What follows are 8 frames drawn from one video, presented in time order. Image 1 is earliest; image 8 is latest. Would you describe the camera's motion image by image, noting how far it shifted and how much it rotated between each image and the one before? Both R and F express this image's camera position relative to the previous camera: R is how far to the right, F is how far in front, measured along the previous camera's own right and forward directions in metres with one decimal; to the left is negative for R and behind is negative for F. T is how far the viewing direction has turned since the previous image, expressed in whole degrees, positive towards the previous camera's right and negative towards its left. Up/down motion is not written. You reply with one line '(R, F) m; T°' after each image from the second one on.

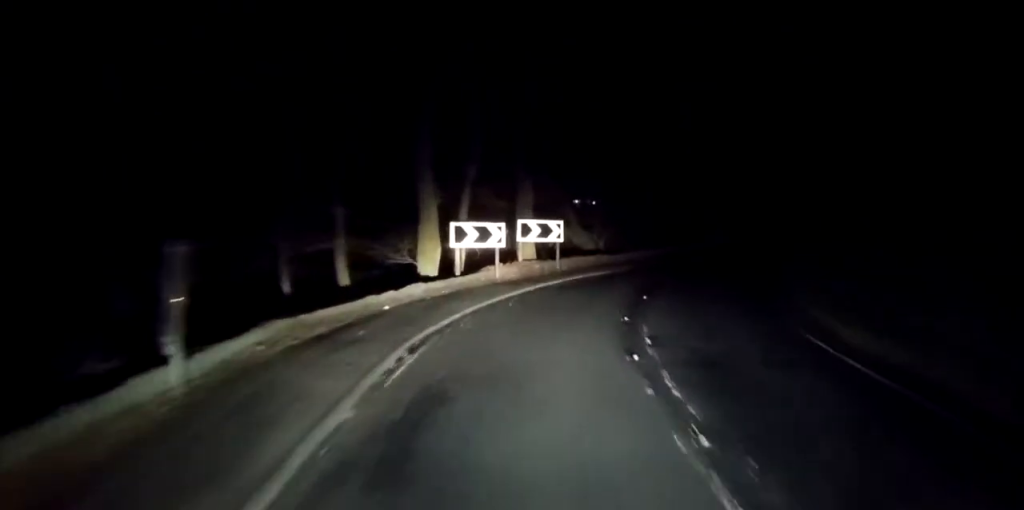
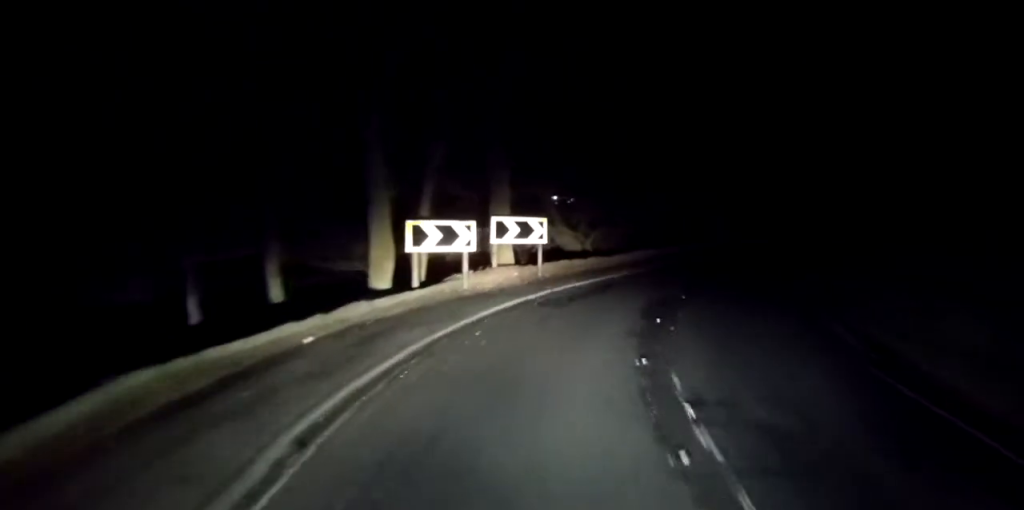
(+0.1, +4.2) m; +2°
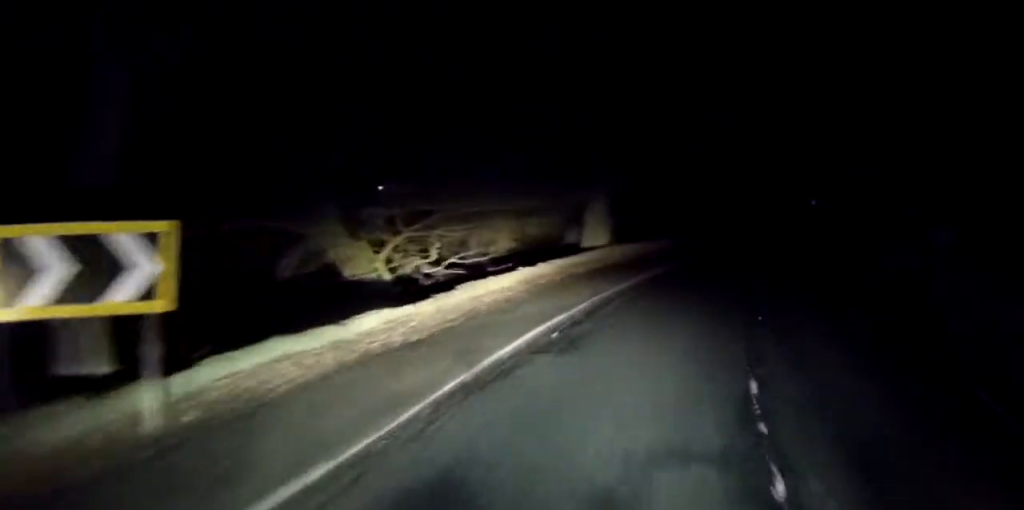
(+1.3, +15.5) m; +5°
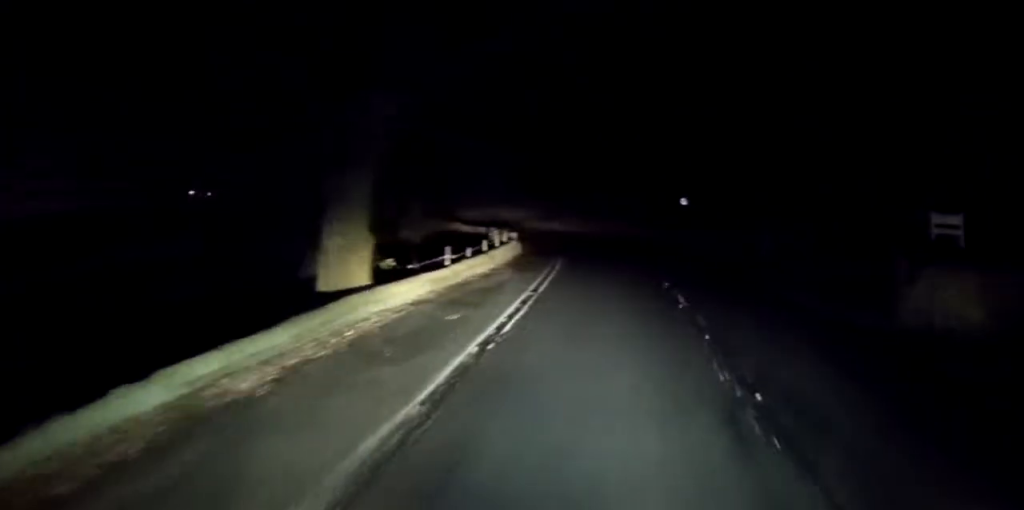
(0.0, +12.6) m; +9°
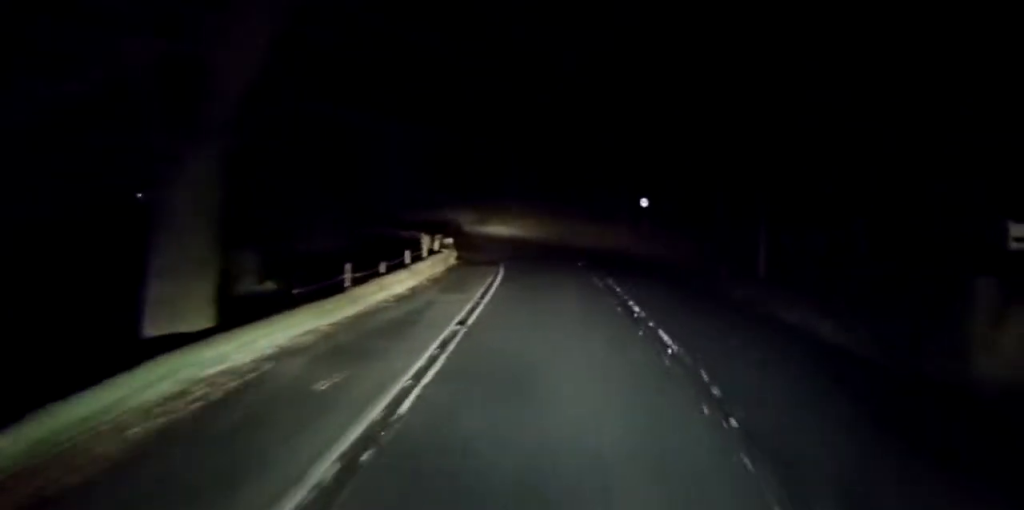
(+0.7, +5.2) m; +7°
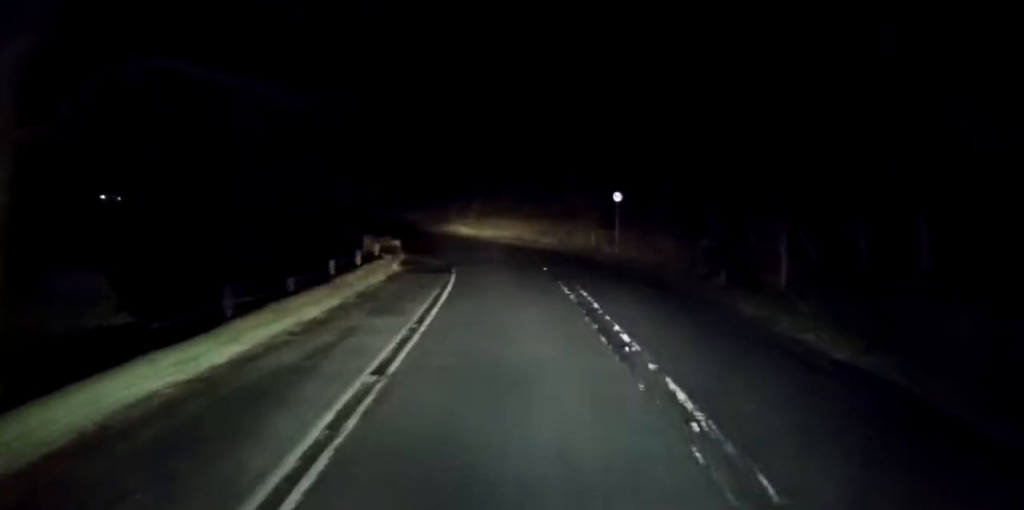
(+0.1, +4.5) m; +5°
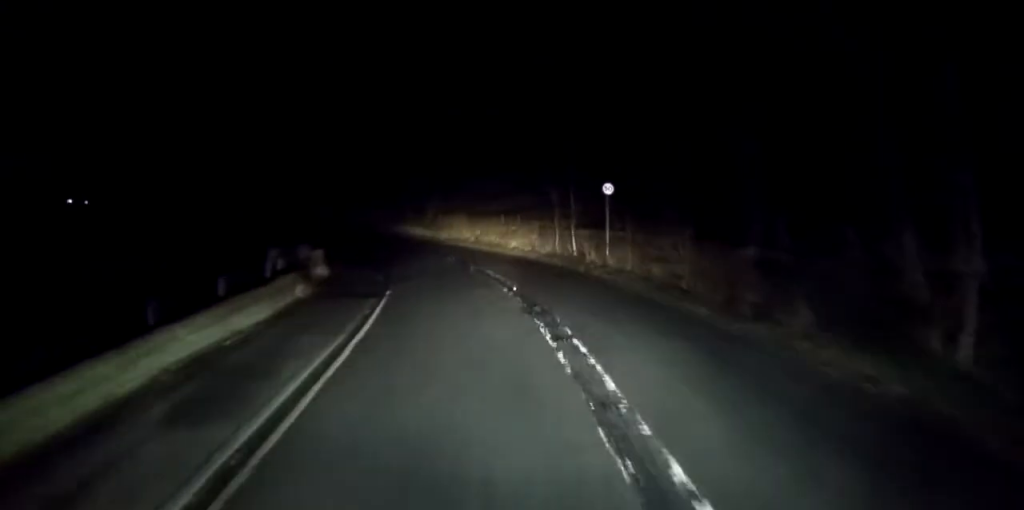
(+0.6, +8.4) m; +2°
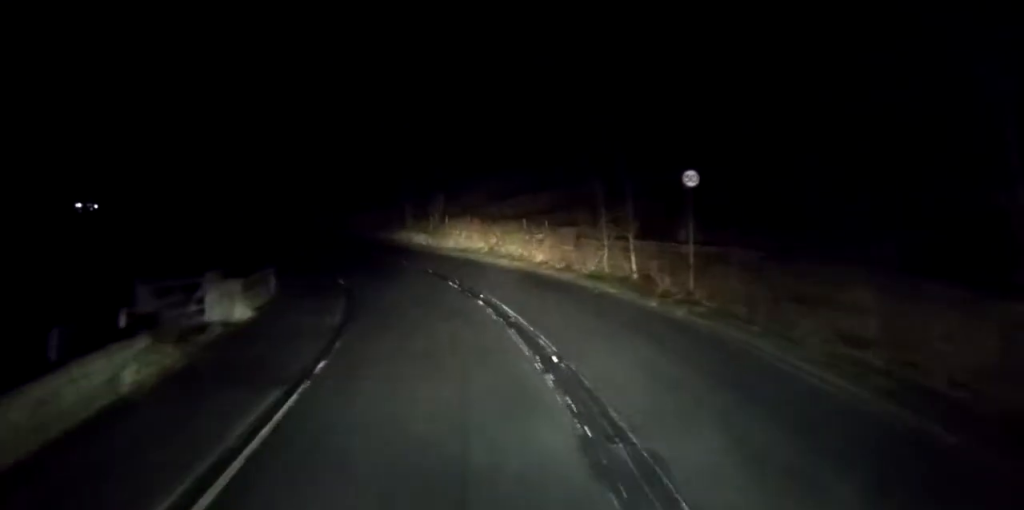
(-0.1, +10.1) m; -4°
